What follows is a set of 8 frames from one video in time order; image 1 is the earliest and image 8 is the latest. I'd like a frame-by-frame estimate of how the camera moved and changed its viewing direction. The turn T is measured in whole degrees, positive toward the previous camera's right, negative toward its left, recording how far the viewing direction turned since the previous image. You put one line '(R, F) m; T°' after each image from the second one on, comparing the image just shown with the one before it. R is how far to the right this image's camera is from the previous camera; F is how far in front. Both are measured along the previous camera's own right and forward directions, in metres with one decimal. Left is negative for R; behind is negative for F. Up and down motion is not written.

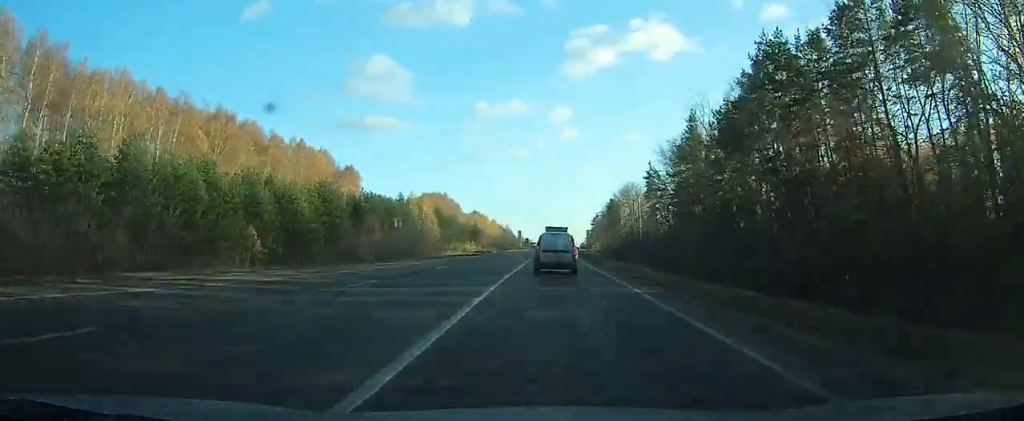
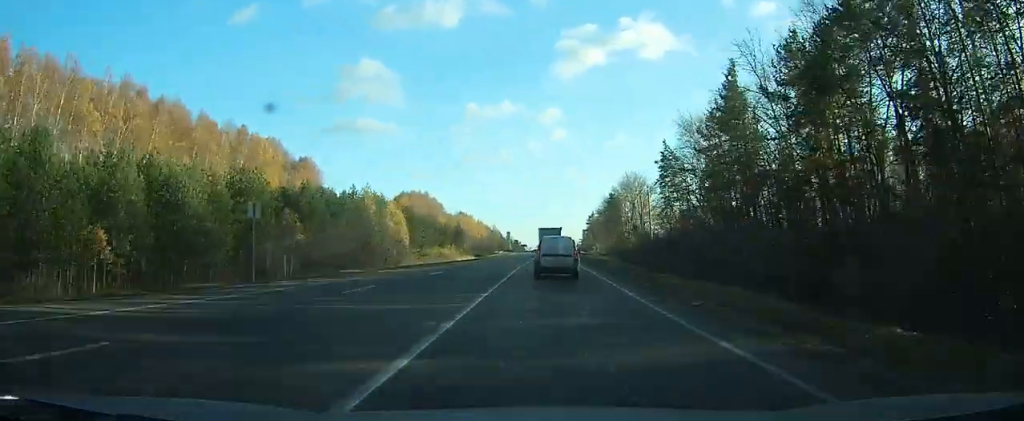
(+0.5, +24.4) m; +1°
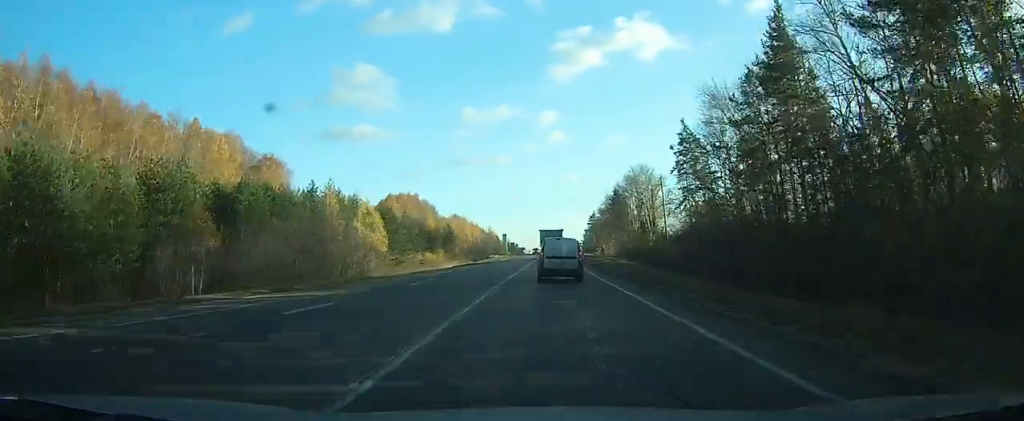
(+0.2, +16.3) m; +1°
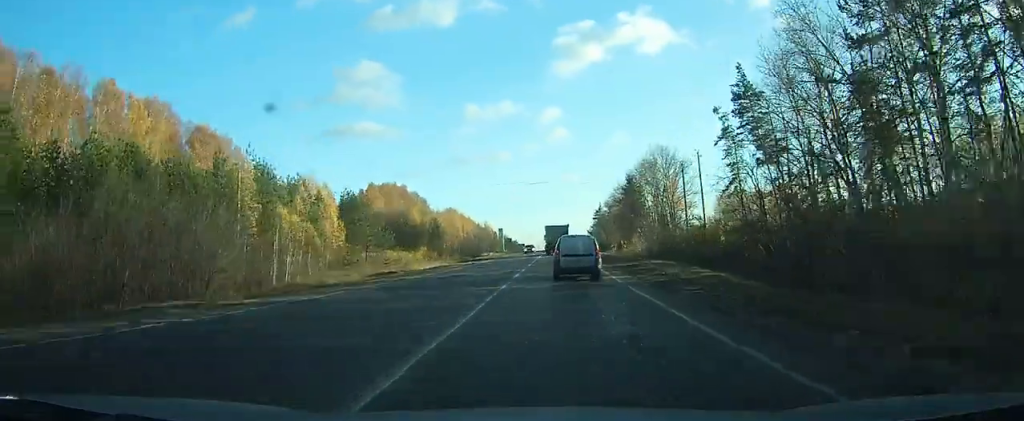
(+0.1, +23.6) m; 0°
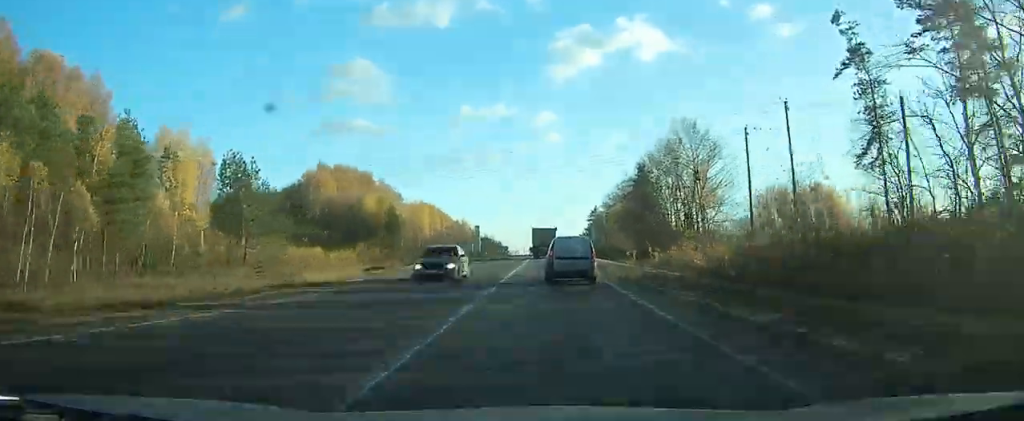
(0.0, +31.7) m; 0°
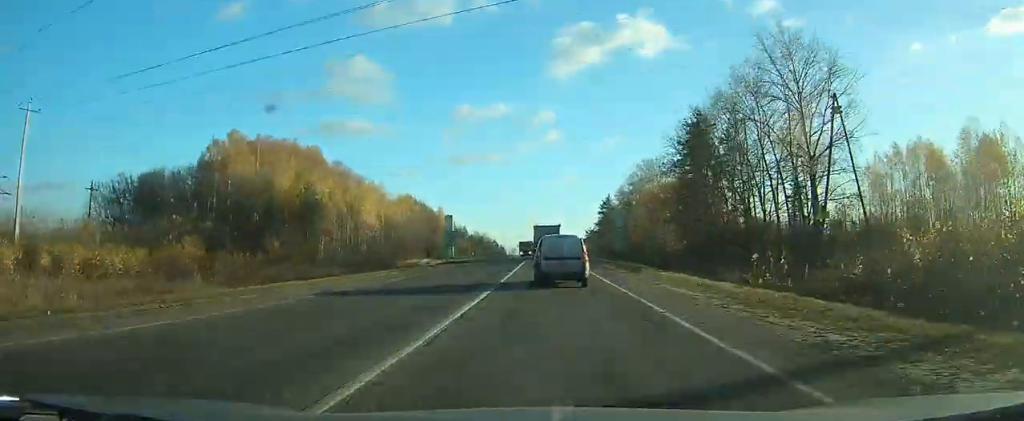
(0.0, +38.1) m; 0°
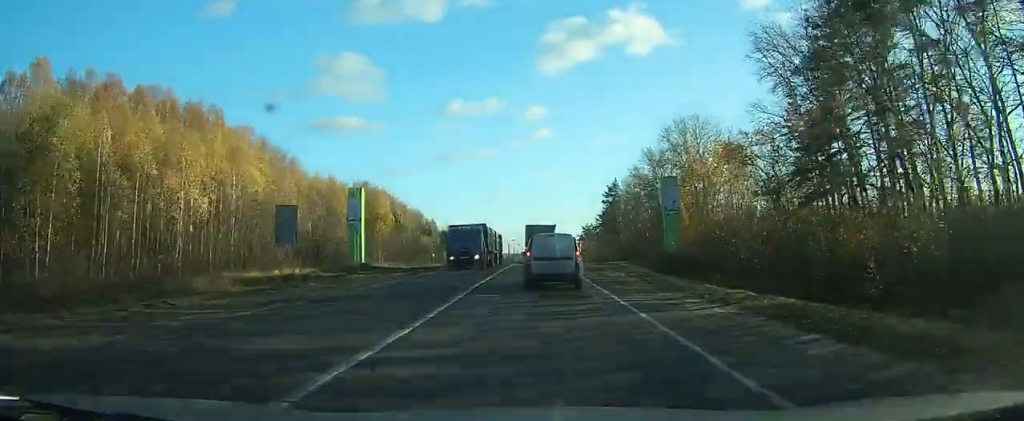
(+0.1, +40.2) m; 0°
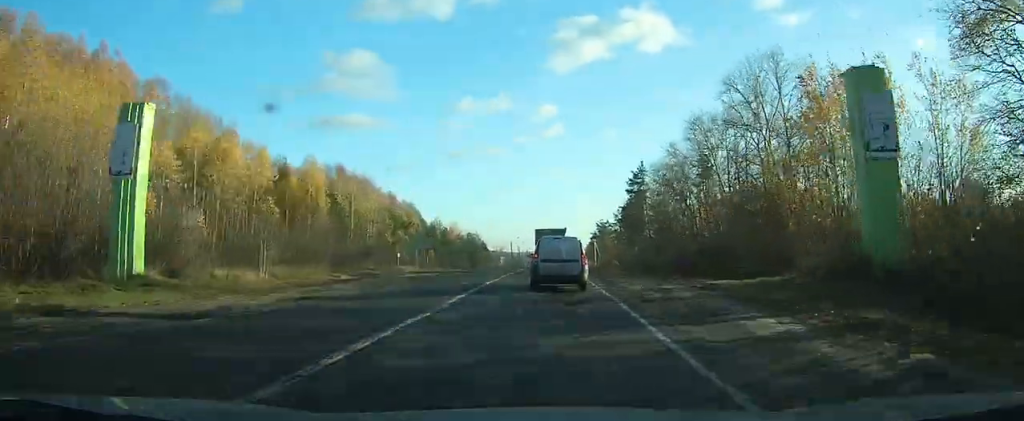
(0.0, +32.1) m; 0°
